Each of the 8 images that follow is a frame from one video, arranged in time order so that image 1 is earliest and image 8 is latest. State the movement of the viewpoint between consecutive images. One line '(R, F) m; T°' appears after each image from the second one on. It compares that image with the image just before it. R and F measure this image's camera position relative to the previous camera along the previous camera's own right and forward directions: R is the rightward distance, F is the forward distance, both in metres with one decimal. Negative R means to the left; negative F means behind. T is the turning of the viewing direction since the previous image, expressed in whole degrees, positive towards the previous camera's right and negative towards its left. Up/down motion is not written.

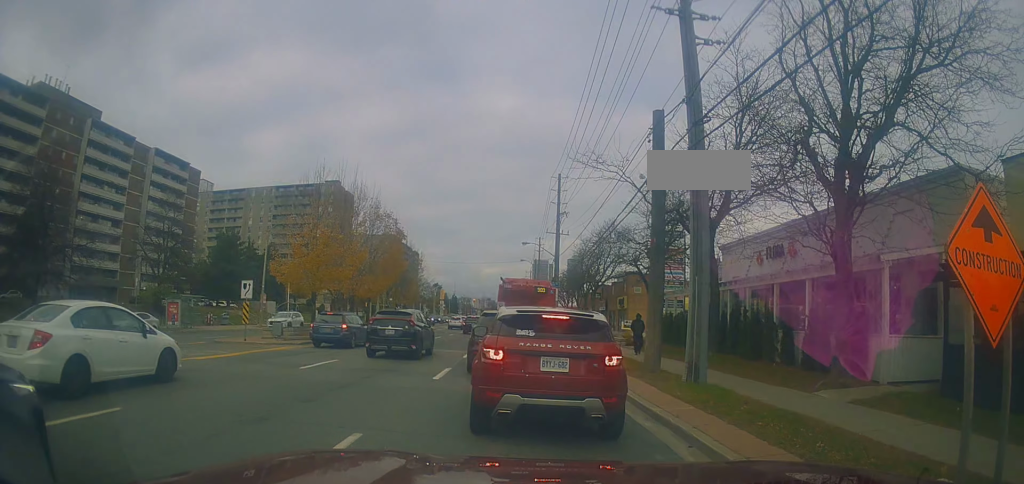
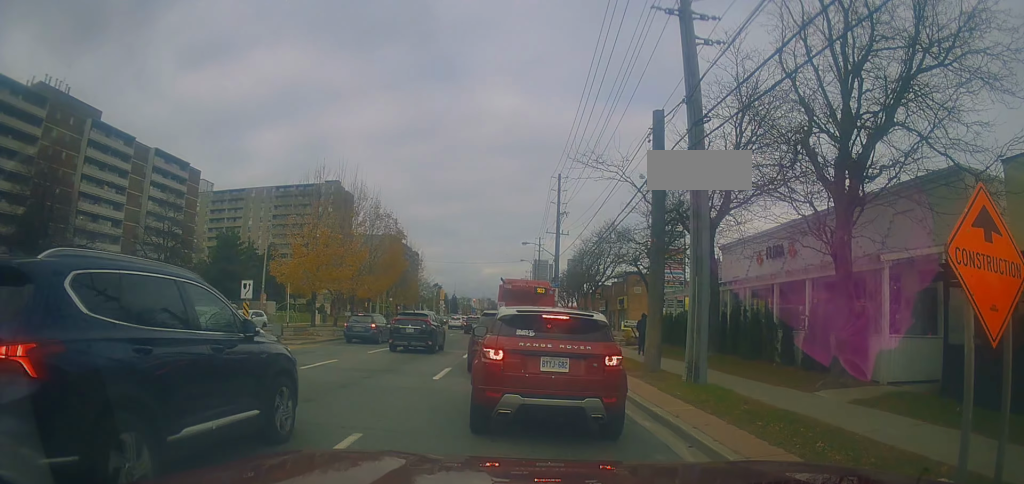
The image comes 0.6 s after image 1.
(0.0, 0.0) m; 0°
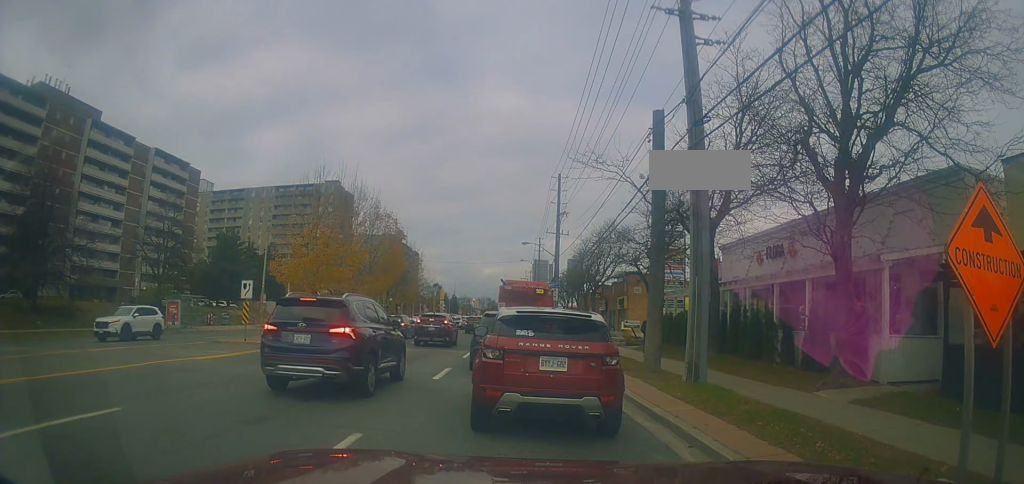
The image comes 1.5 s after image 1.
(0.0, 0.0) m; 0°
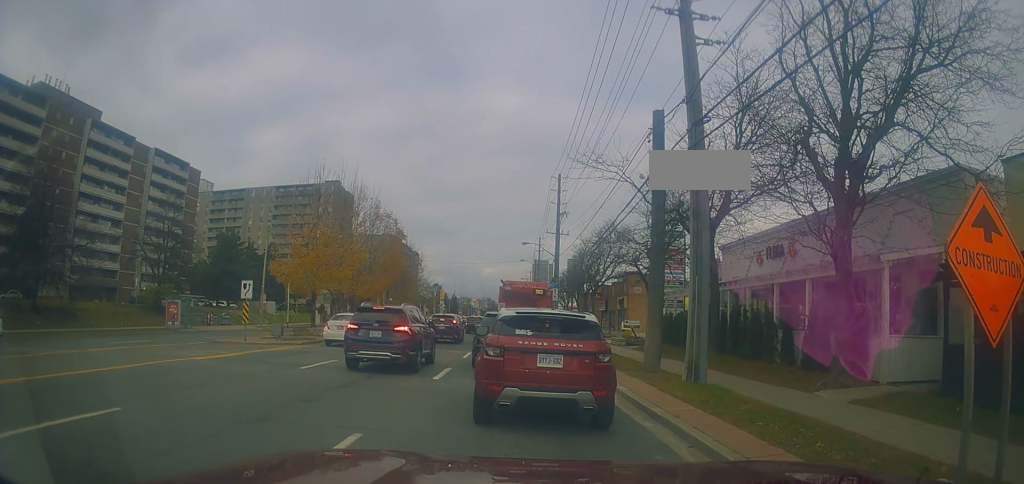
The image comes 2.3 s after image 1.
(0.0, 0.0) m; 0°
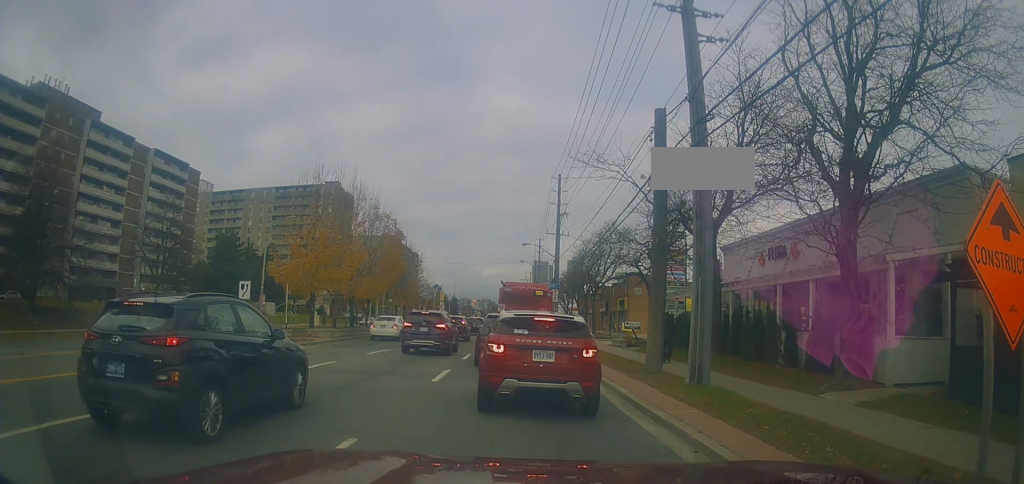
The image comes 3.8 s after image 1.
(+0.1, +0.3) m; 0°
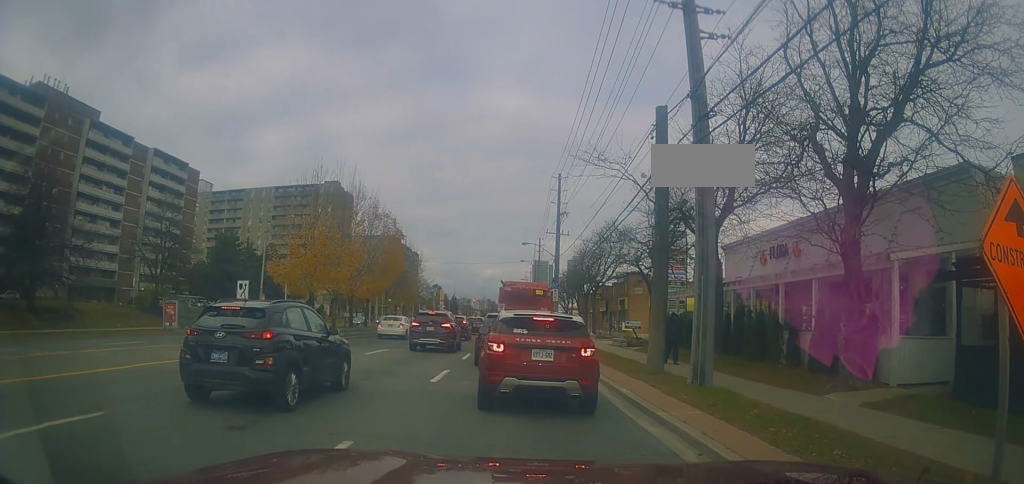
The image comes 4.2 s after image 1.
(0.0, 0.0) m; 0°
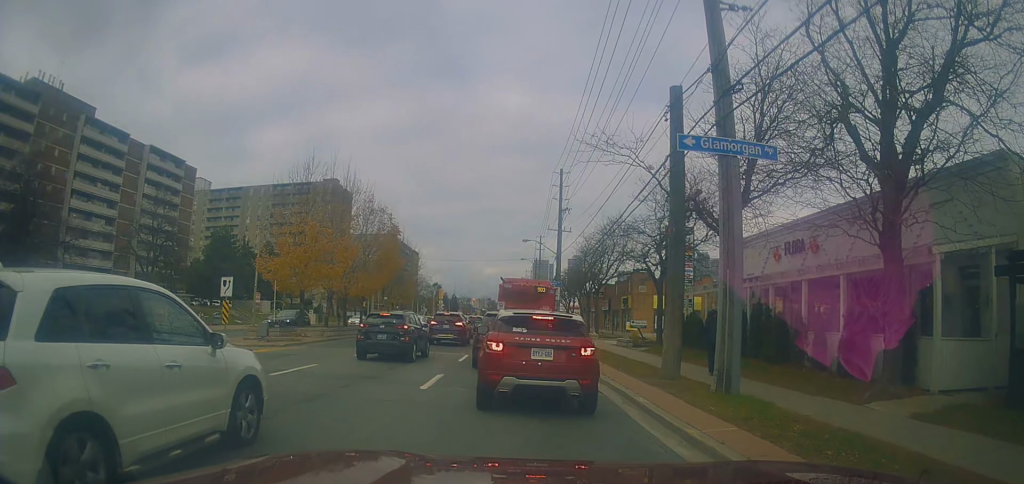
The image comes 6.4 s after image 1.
(+0.1, +0.4) m; 0°
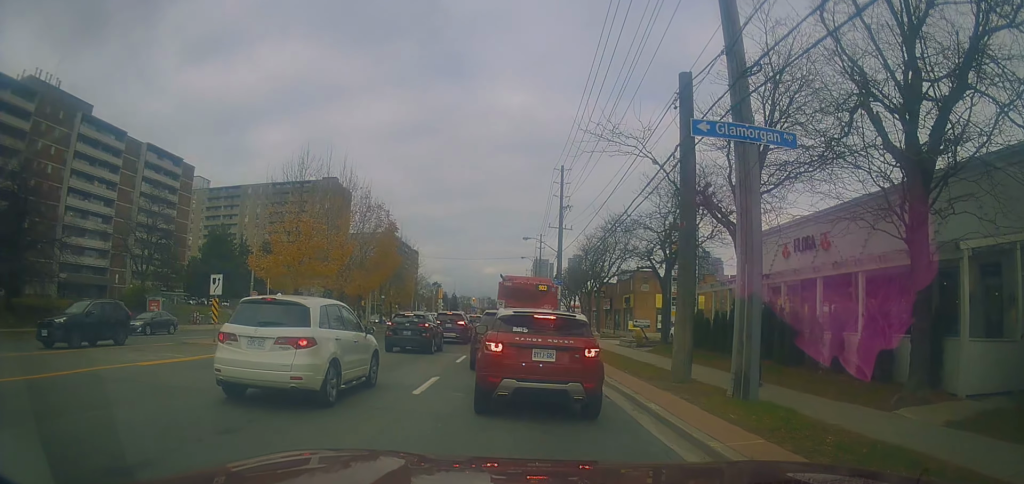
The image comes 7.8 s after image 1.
(+0.1, +0.6) m; 0°
